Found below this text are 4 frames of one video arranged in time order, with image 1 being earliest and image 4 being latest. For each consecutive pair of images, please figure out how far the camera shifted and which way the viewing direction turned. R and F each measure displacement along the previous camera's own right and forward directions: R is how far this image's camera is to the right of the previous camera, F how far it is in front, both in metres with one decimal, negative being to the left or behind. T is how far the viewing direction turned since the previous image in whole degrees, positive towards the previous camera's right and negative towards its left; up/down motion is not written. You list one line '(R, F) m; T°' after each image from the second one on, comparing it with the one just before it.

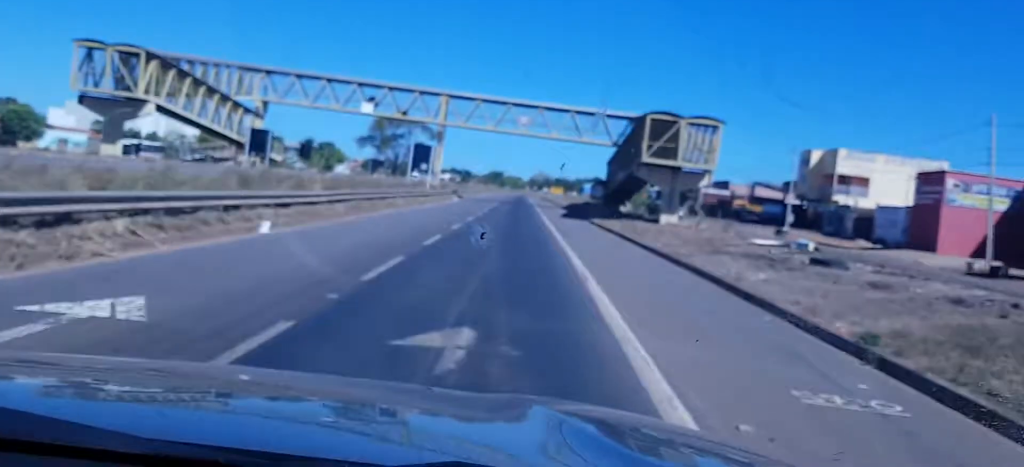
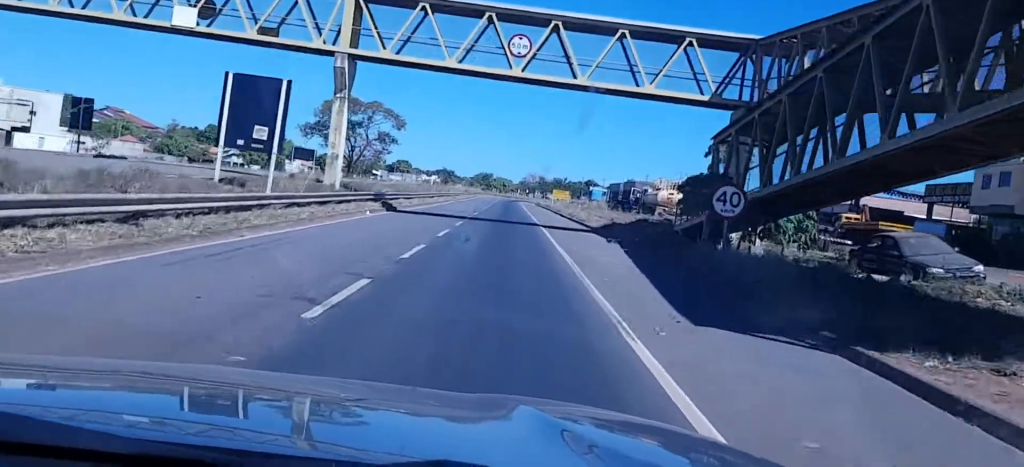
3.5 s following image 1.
(+1.7, +46.9) m; +5°
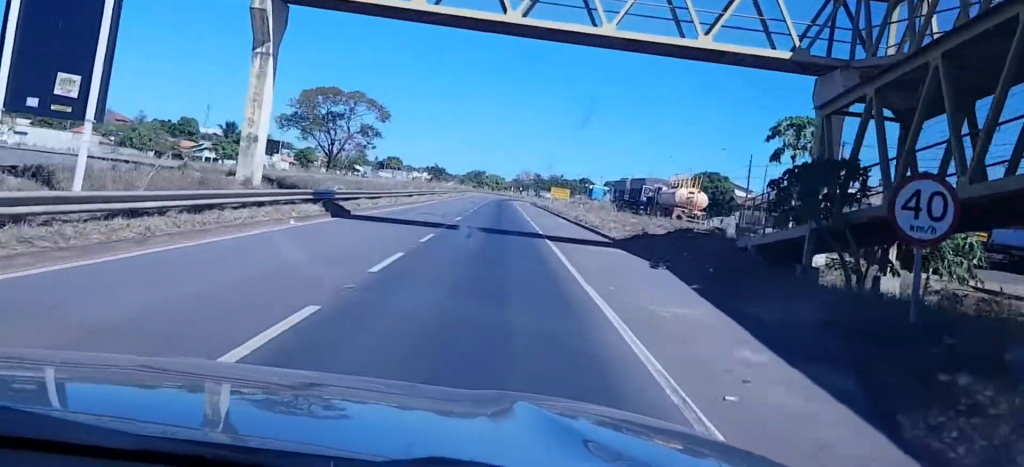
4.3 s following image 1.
(+0.1, +11.5) m; 0°
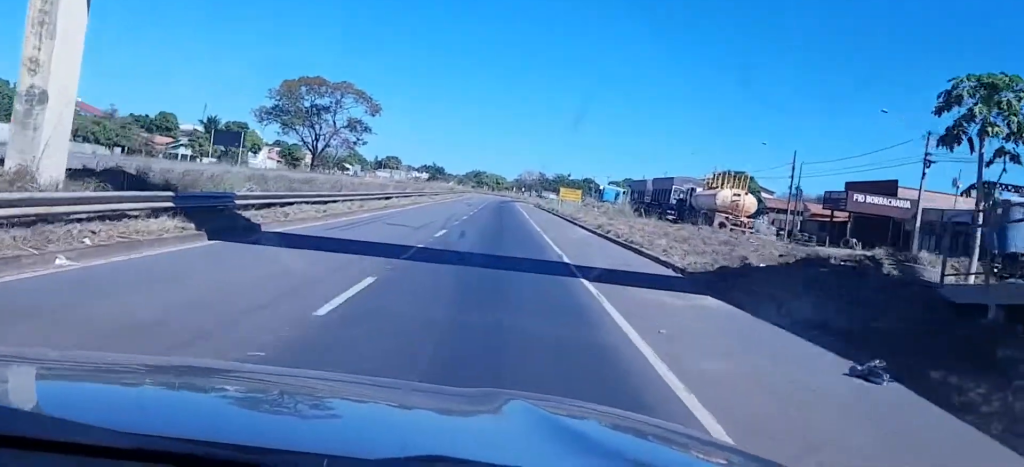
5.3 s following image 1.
(0.0, +13.0) m; -2°
